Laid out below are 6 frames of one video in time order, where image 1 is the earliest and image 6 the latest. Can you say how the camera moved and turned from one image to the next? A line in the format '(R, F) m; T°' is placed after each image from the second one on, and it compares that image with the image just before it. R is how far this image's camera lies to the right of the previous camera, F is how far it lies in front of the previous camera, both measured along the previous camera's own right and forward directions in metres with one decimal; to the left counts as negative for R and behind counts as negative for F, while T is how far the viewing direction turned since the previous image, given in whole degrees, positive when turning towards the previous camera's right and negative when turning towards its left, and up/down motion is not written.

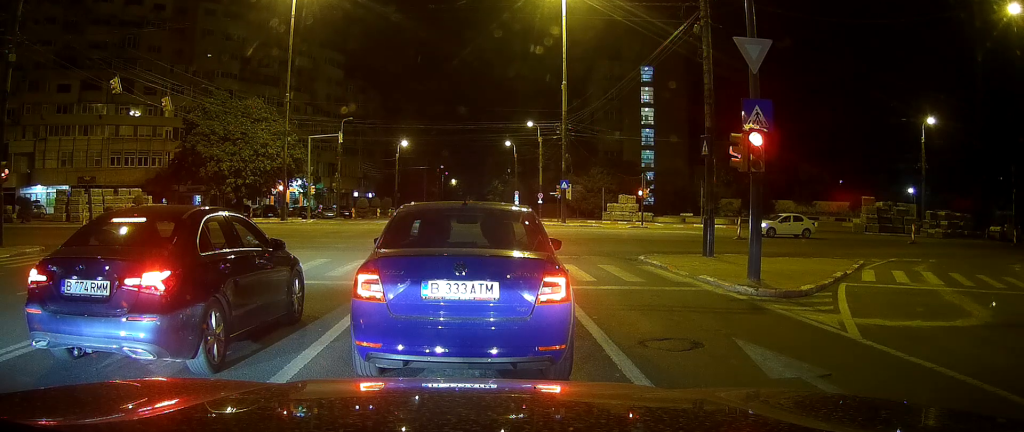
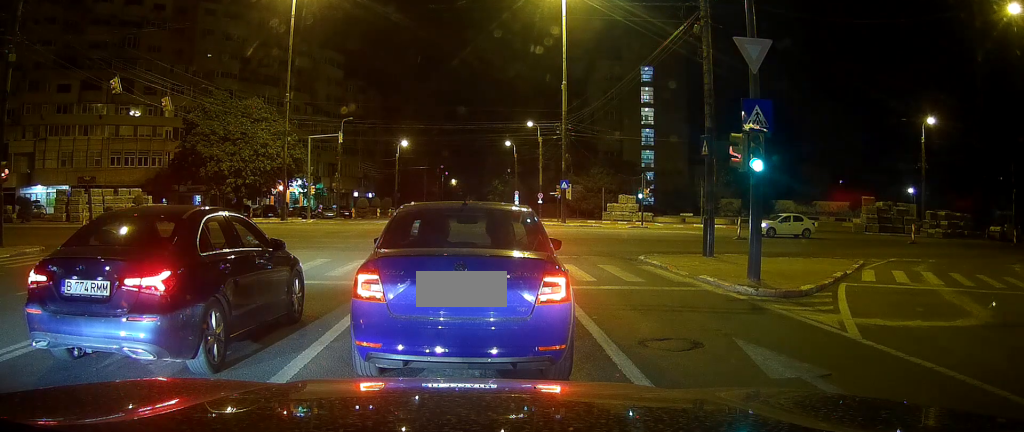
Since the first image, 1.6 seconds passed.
(0.0, 0.0) m; 0°
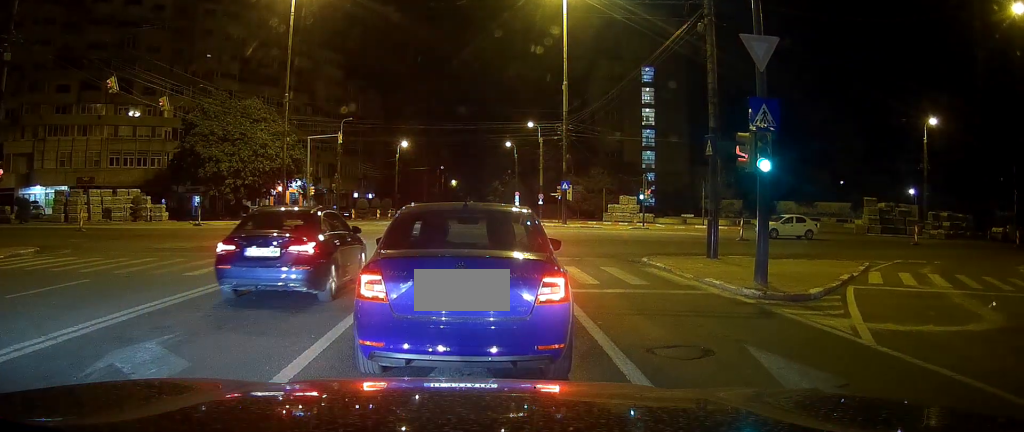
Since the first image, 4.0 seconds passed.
(0.0, 0.0) m; 0°
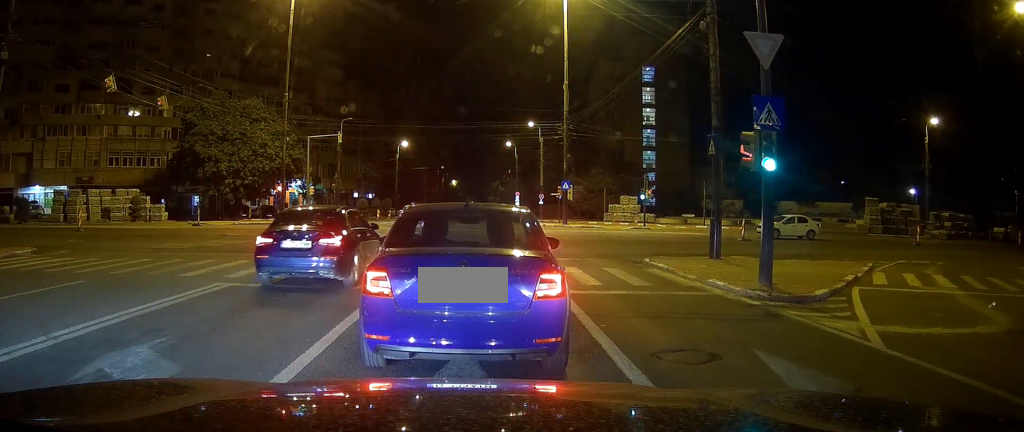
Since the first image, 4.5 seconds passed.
(0.0, 0.0) m; 0°
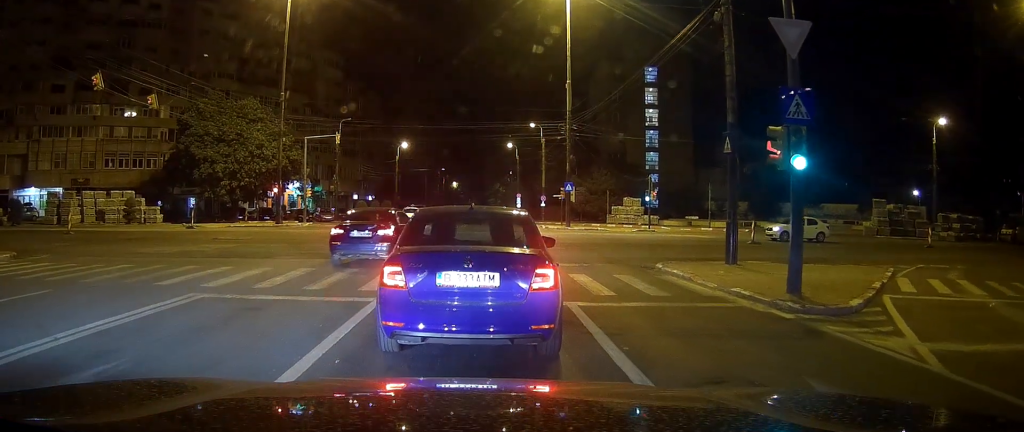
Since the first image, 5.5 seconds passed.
(+0.1, +1.1) m; 0°
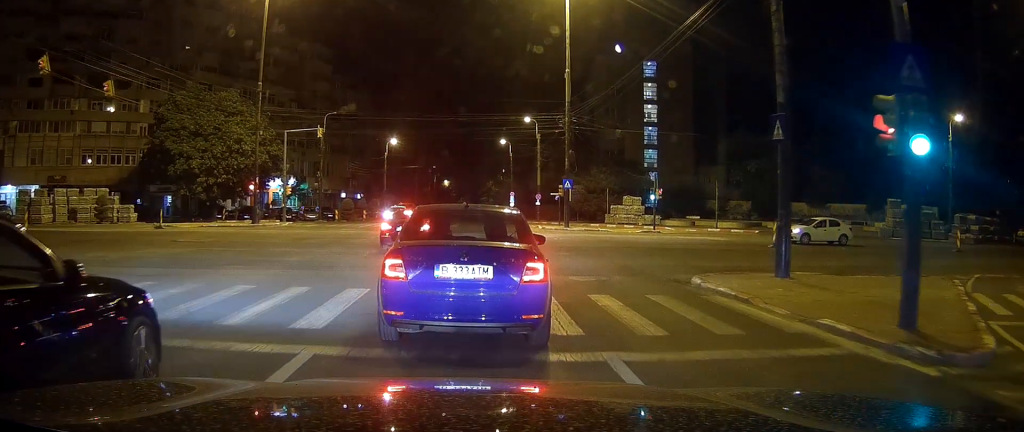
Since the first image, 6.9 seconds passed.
(-0.1, +3.9) m; -1°
